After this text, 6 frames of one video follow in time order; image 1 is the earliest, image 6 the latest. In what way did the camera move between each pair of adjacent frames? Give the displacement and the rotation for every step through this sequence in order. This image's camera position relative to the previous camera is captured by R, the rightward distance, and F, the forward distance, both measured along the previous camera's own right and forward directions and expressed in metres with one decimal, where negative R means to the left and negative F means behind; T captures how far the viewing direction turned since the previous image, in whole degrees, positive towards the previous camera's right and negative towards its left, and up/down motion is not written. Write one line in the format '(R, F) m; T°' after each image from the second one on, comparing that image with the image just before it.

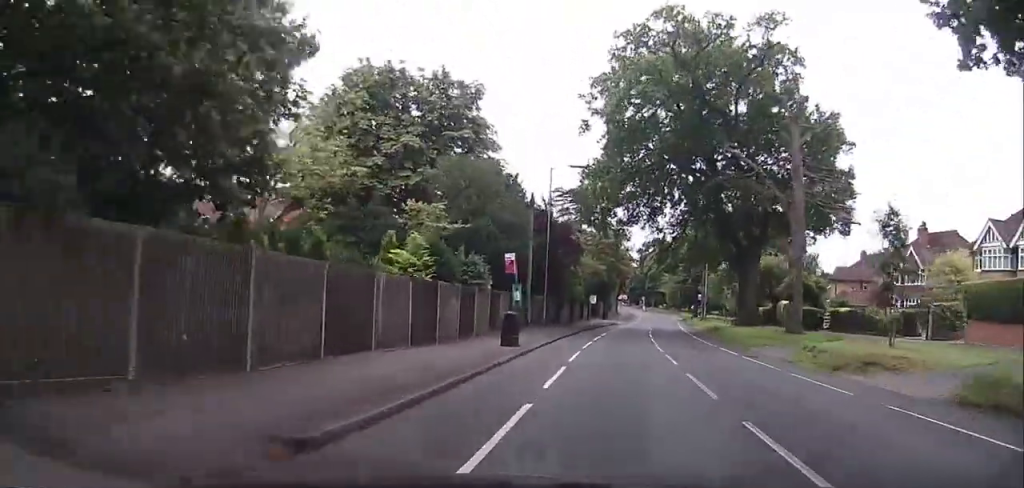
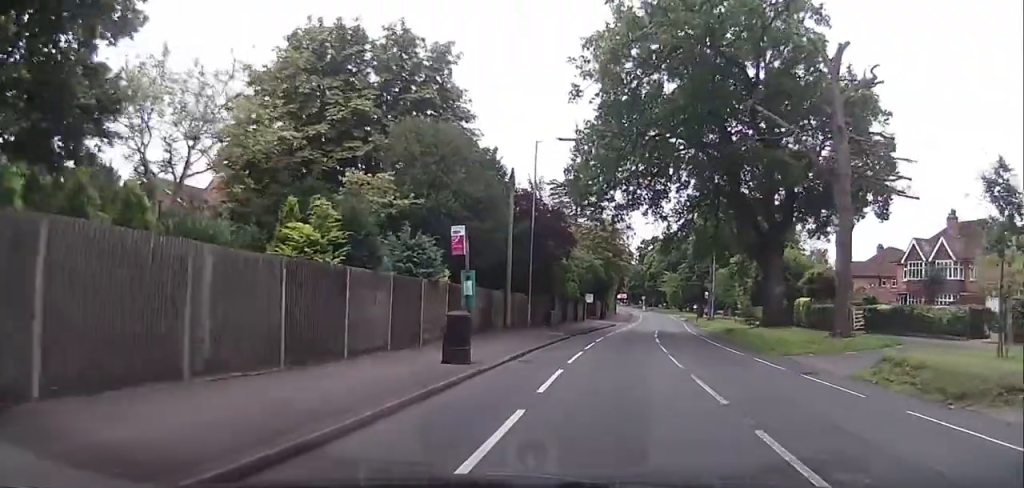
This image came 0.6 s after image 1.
(-0.3, +7.3) m; -3°
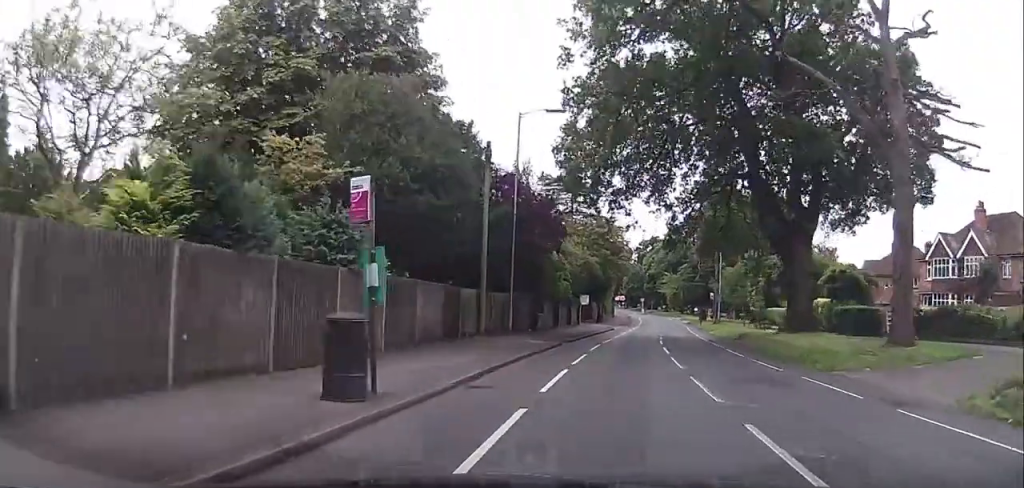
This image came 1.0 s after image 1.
(-0.1, +6.1) m; -2°
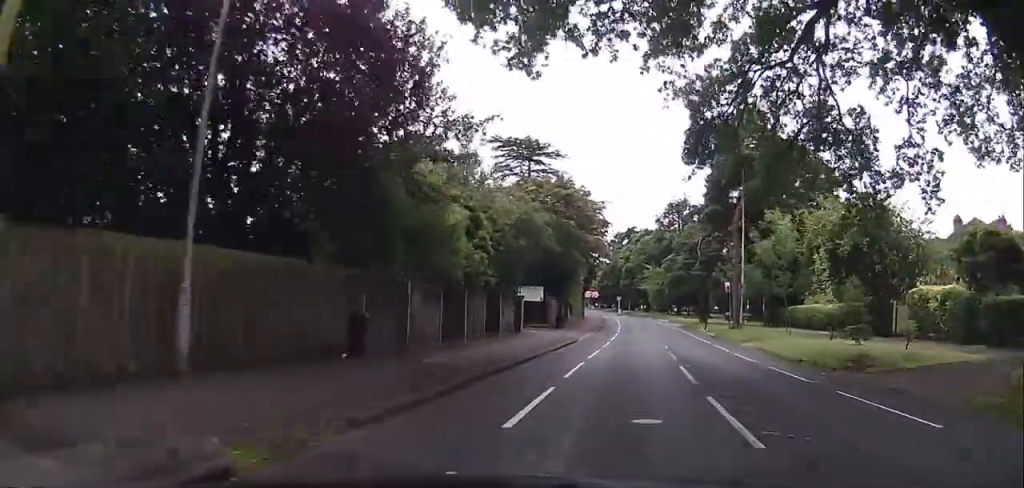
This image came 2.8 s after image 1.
(-0.8, +23.3) m; -3°
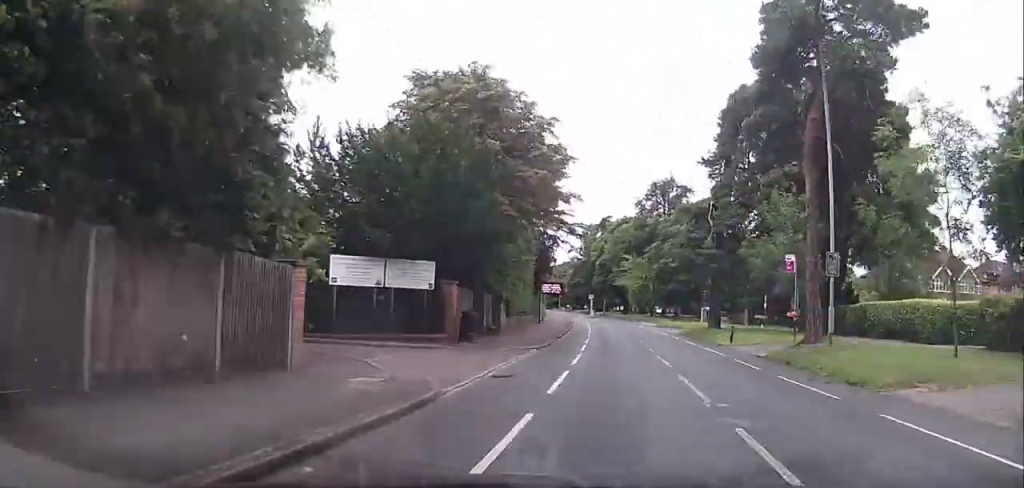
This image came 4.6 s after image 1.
(0.0, +21.8) m; 0°
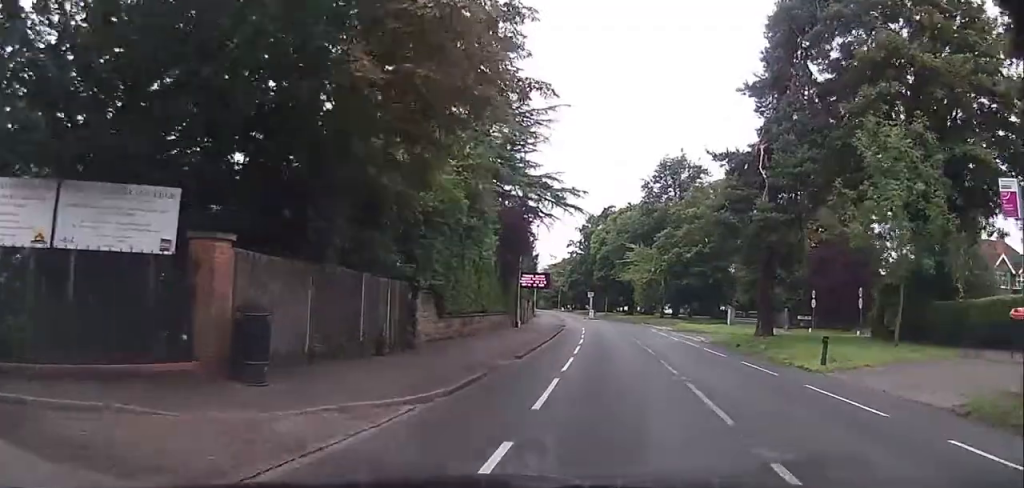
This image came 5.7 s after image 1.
(-0.1, +14.2) m; -1°
